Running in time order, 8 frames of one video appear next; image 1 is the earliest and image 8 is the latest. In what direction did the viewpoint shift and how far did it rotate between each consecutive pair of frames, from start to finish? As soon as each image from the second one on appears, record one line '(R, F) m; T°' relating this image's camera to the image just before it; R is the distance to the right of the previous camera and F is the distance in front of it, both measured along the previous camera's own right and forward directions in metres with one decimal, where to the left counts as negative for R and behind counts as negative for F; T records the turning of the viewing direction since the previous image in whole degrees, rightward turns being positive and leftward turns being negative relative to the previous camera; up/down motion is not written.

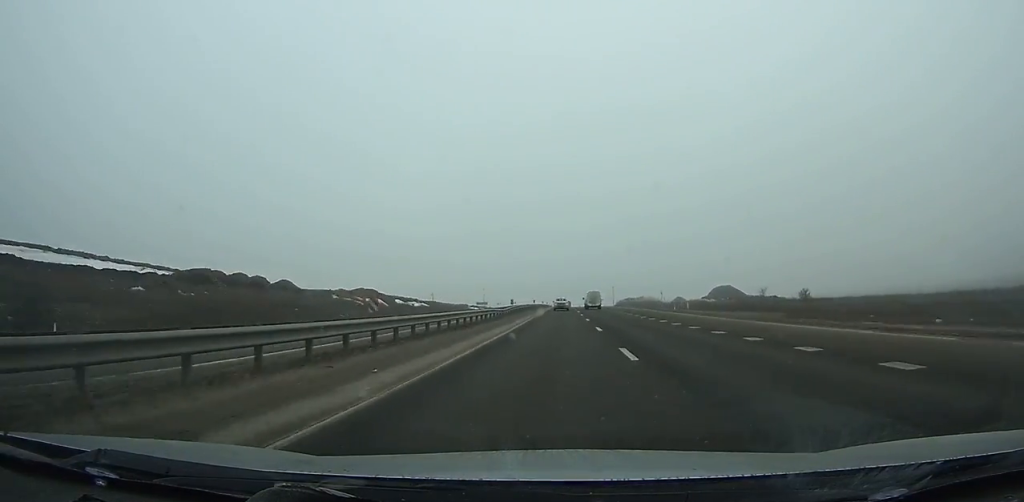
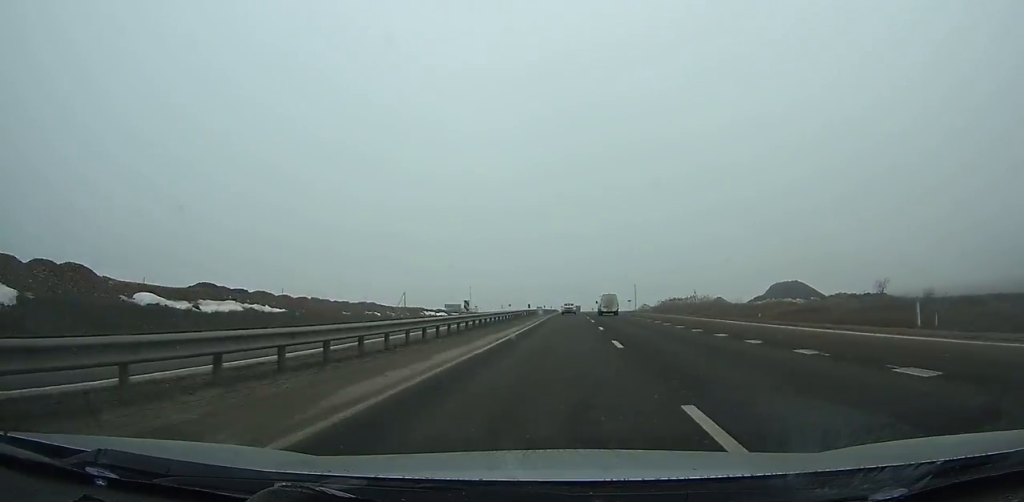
(-0.2, +66.7) m; 0°
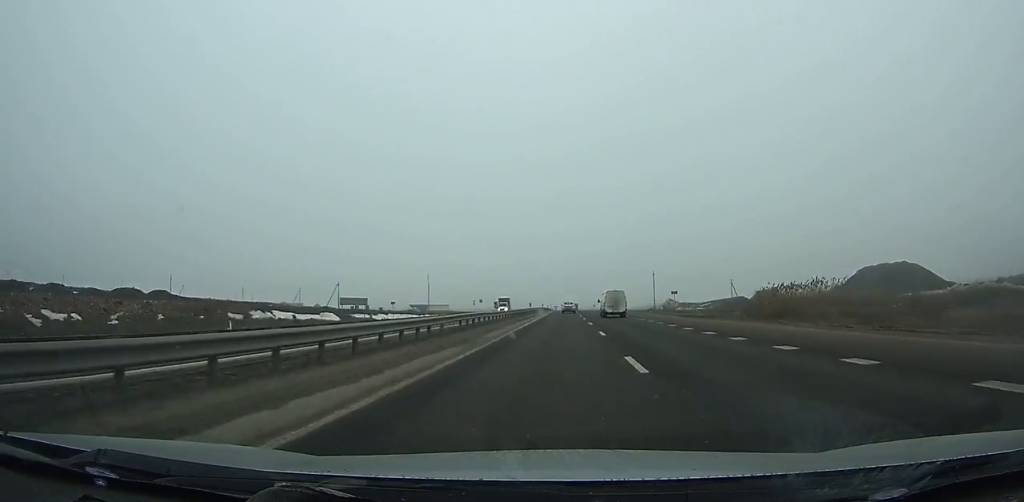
(+0.1, +67.3) m; 0°
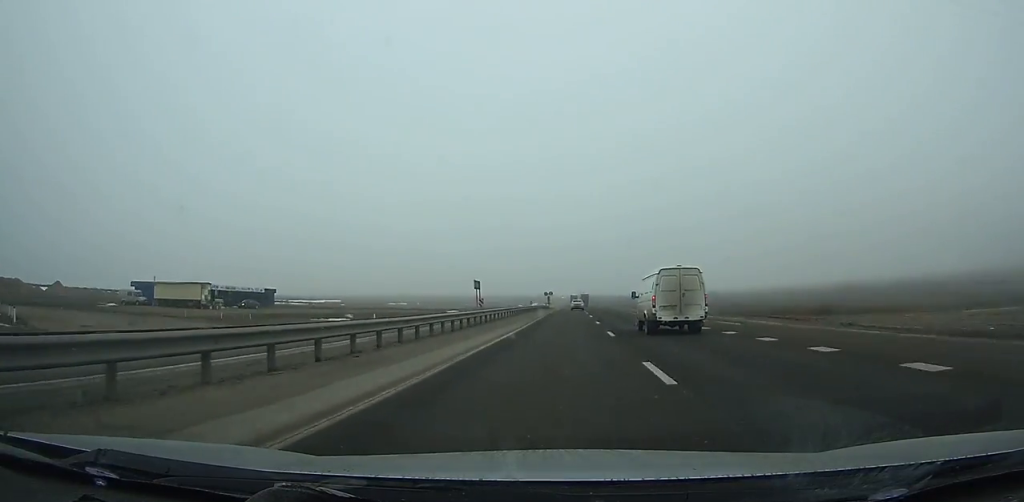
(-0.5, +169.4) m; 0°
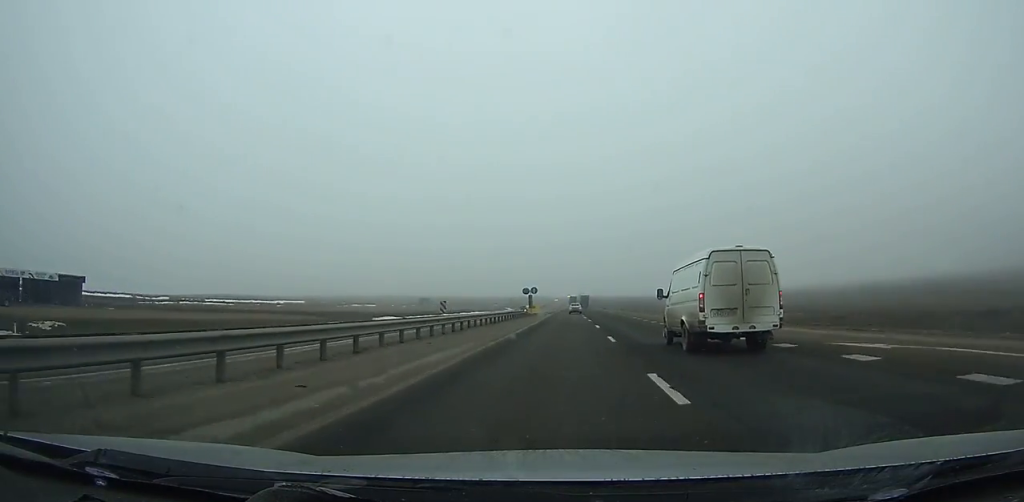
(-0.1, +49.9) m; 0°
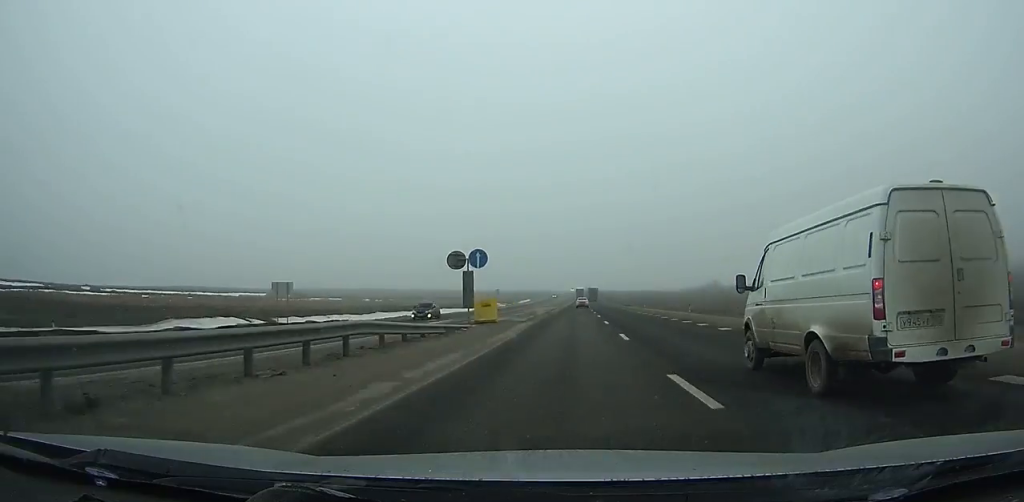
(-0.1, +47.5) m; 0°
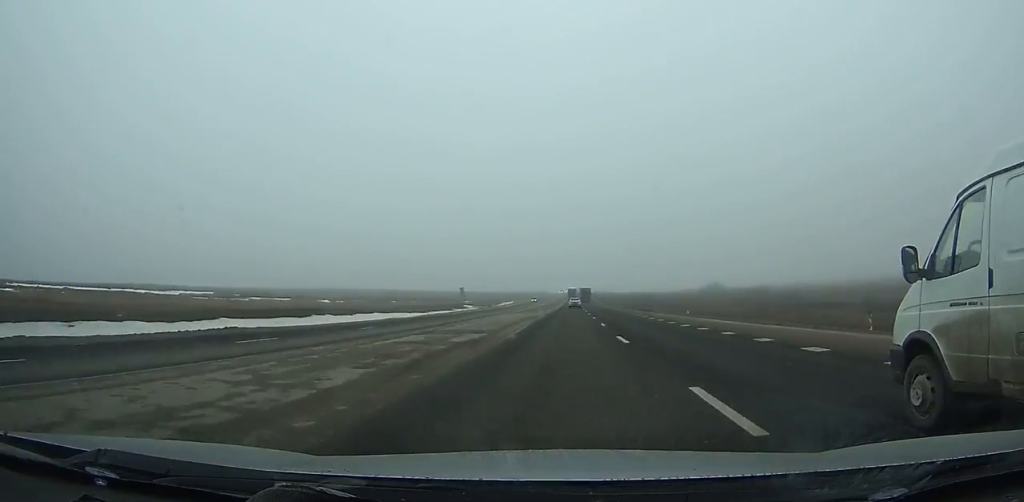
(-0.1, +38.0) m; 0°
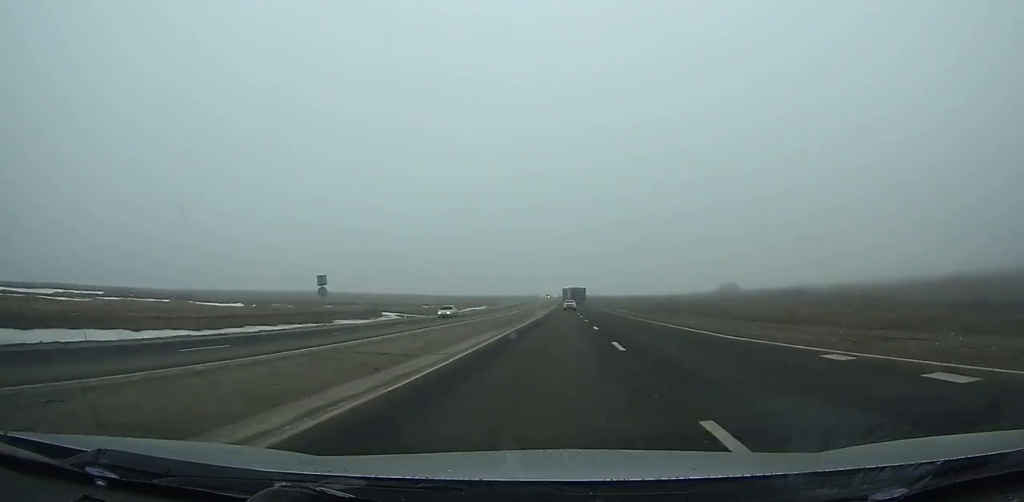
(+0.2, +60.7) m; 0°
